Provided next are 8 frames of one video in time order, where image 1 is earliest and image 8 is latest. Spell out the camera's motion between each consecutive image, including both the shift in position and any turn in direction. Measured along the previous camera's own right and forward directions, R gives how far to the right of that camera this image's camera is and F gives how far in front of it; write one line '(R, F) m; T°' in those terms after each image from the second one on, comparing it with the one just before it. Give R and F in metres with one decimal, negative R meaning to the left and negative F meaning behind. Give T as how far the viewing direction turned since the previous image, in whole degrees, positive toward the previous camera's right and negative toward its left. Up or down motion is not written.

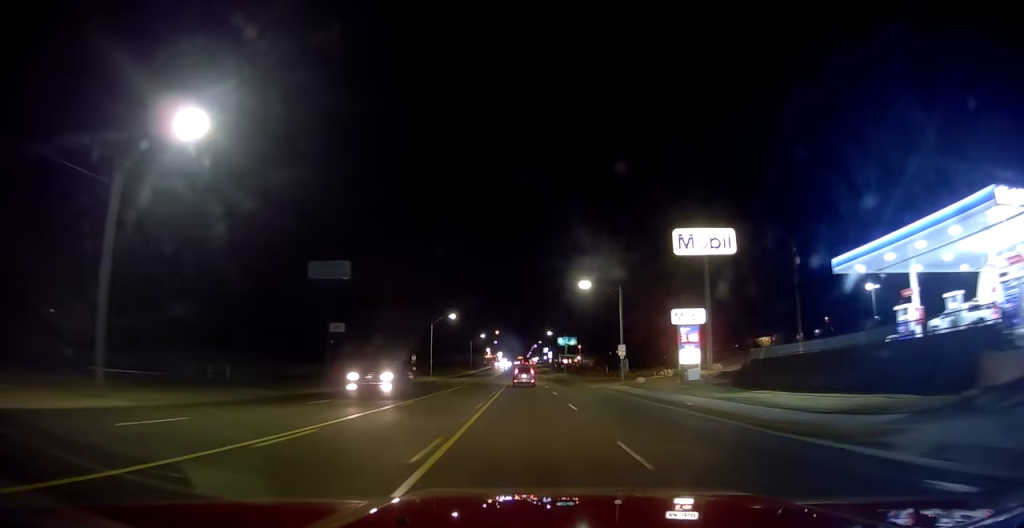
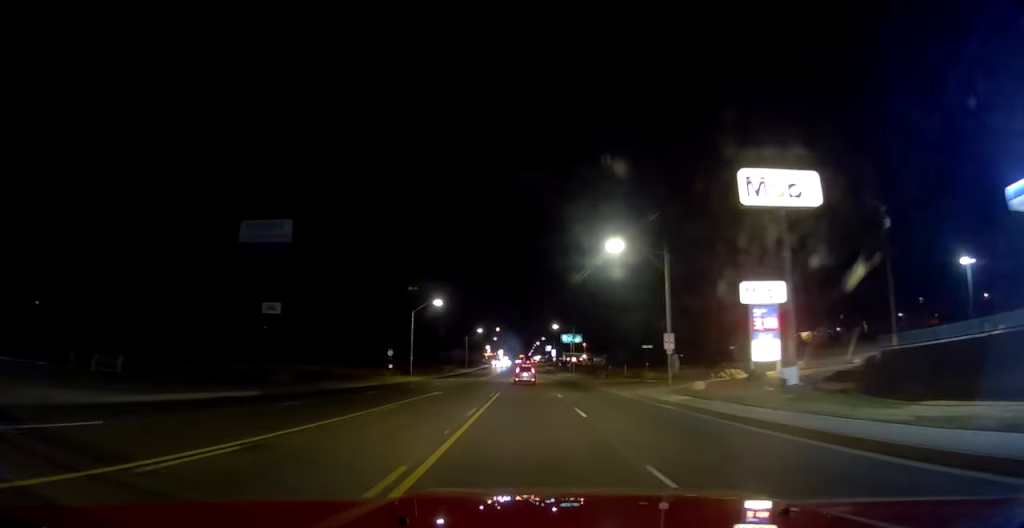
(0.0, +15.1) m; +2°
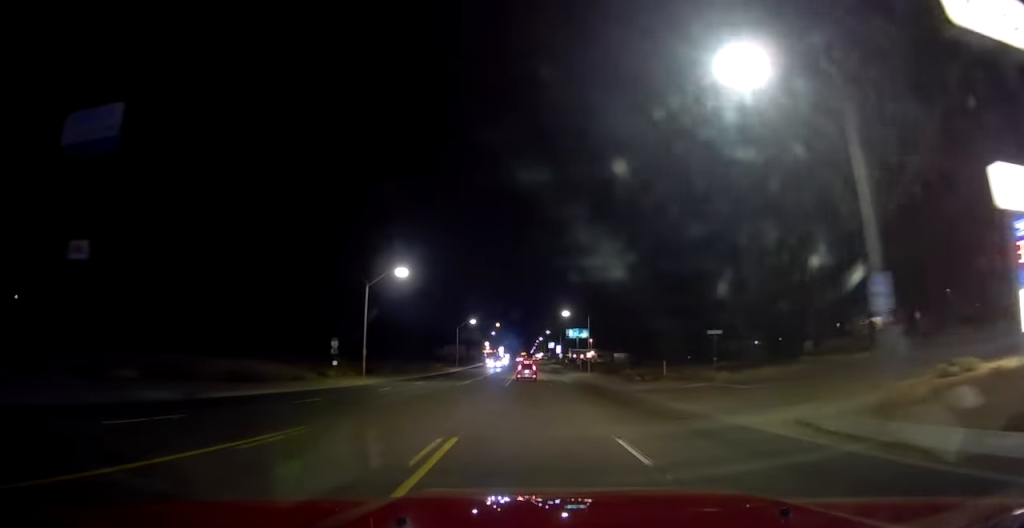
(+0.5, +20.7) m; 0°
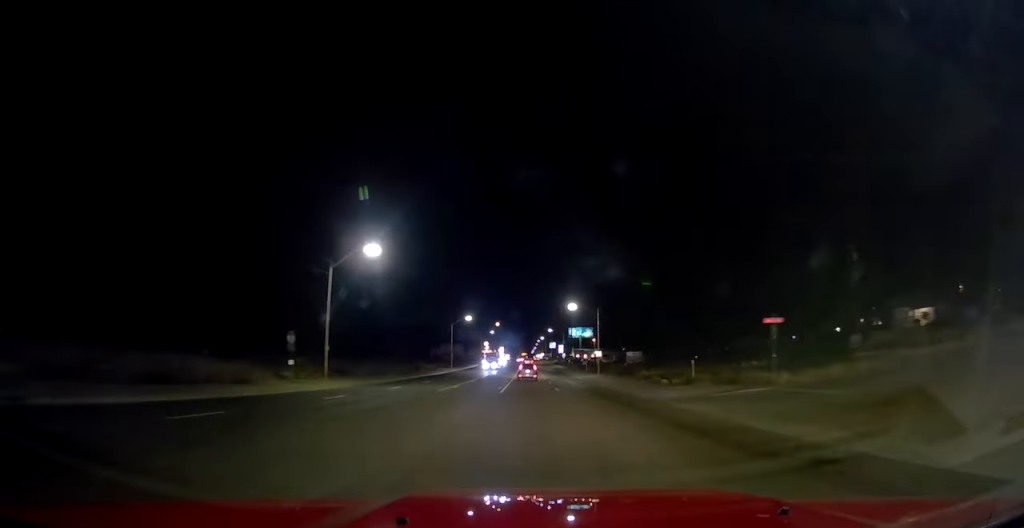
(-0.3, +9.2) m; -1°
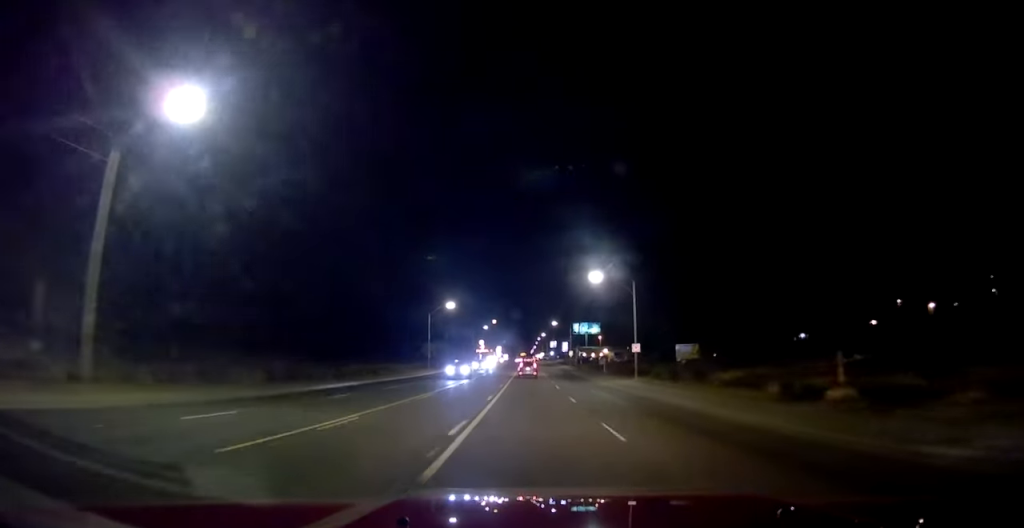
(-0.1, +22.7) m; 0°
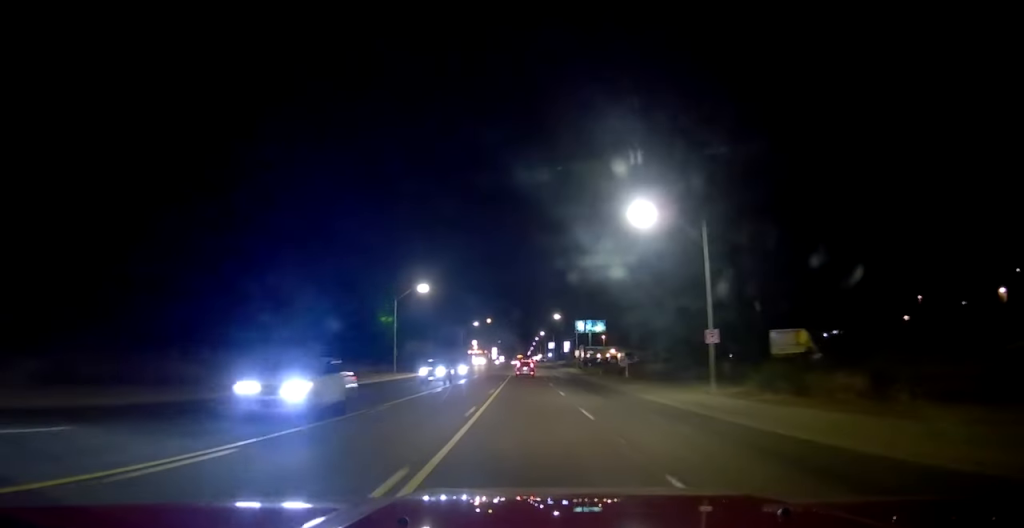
(-0.1, +18.5) m; 0°
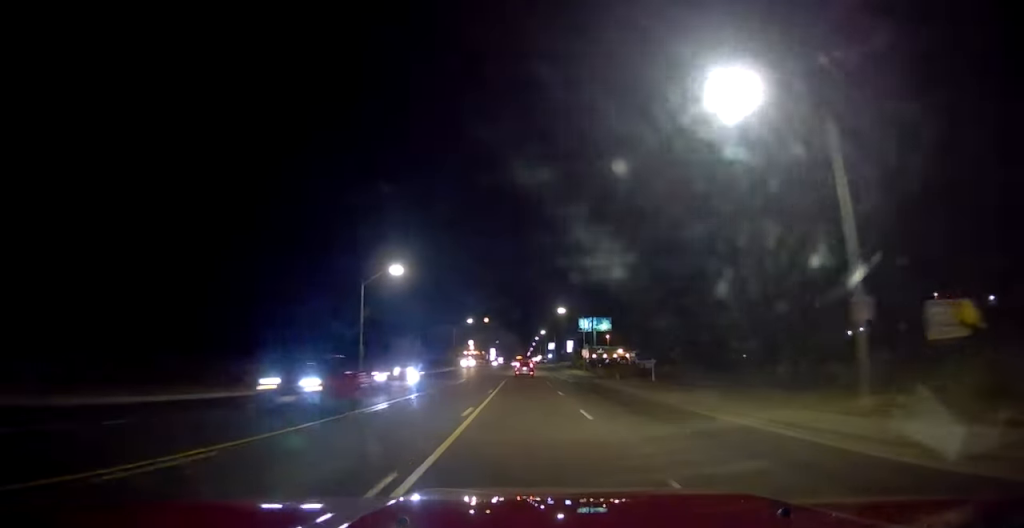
(0.0, +12.0) m; 0°
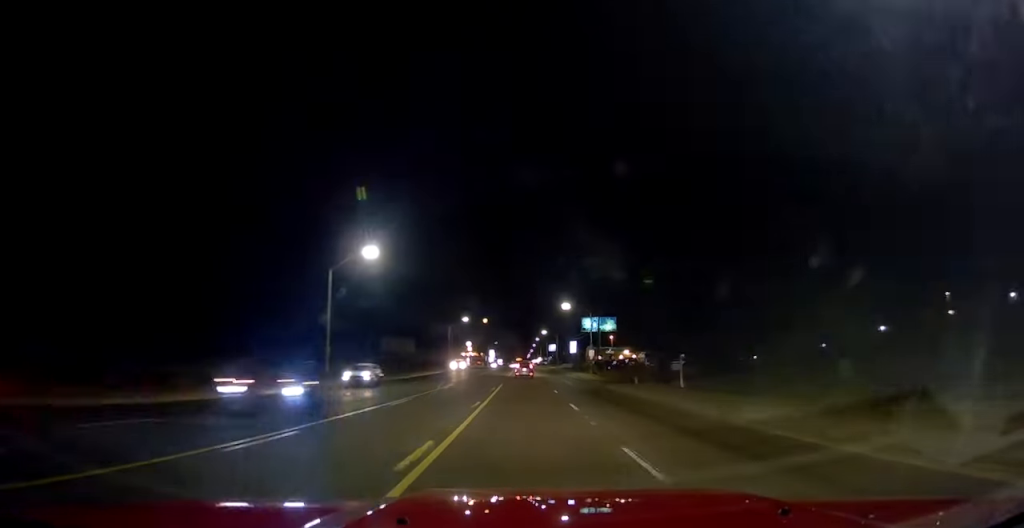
(0.0, +8.2) m; 0°
